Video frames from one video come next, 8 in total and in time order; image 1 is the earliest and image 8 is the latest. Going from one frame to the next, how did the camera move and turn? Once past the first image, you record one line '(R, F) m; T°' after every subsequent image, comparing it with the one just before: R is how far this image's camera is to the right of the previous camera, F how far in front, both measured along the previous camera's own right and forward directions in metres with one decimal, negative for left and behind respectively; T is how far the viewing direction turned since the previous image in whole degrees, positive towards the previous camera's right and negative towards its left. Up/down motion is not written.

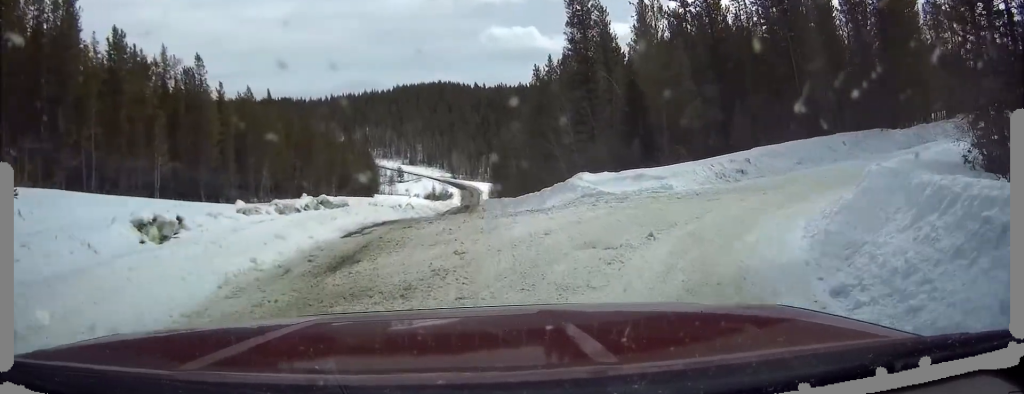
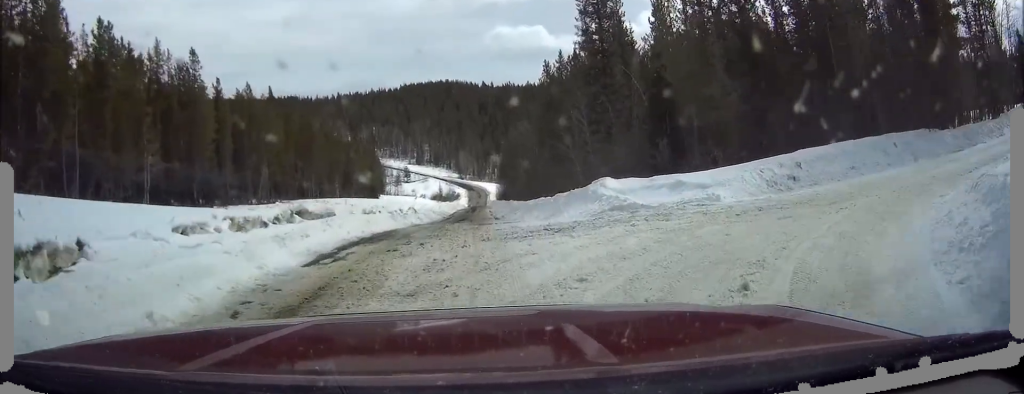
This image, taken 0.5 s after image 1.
(0.0, +3.3) m; -4°
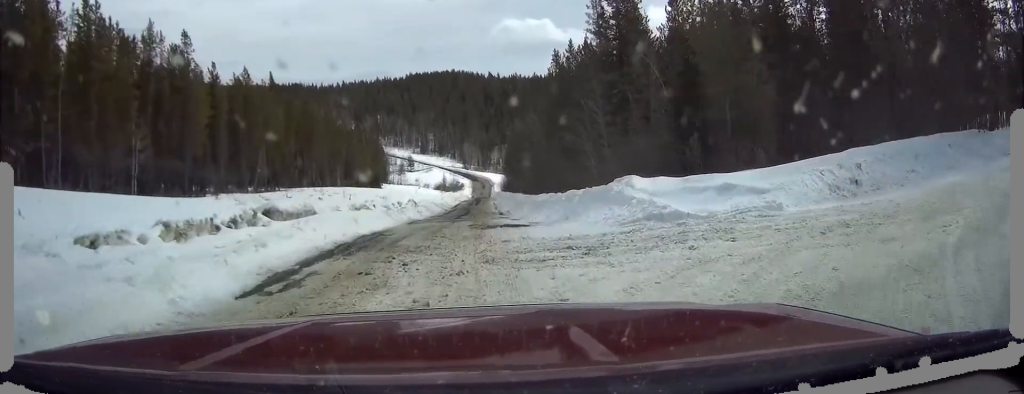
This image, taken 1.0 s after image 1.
(+0.1, +3.1) m; -4°
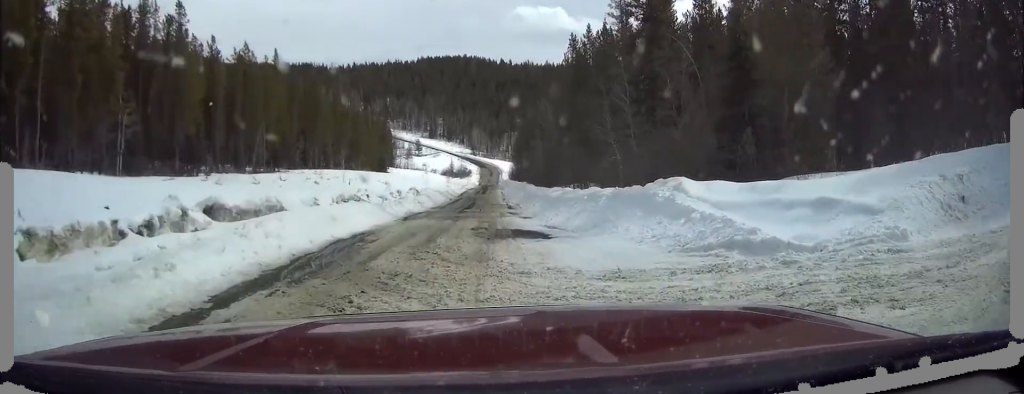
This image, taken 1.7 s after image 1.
(-0.4, +3.8) m; -2°
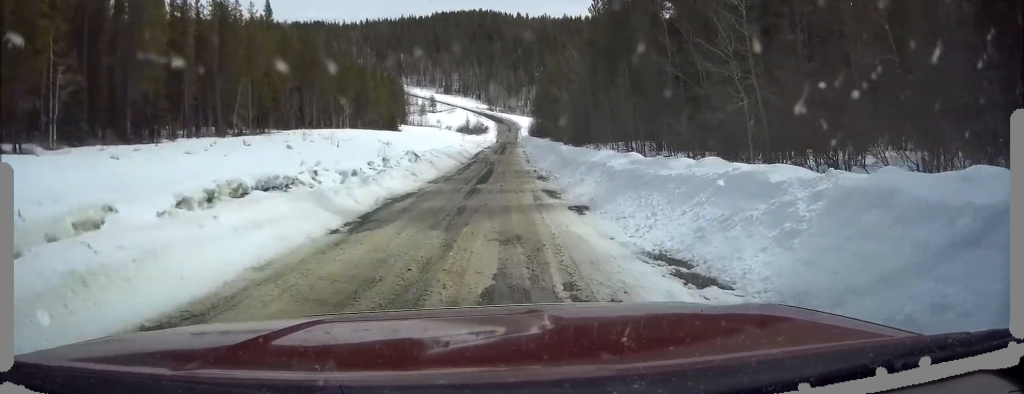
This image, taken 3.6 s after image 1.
(+0.2, +11.7) m; +3°
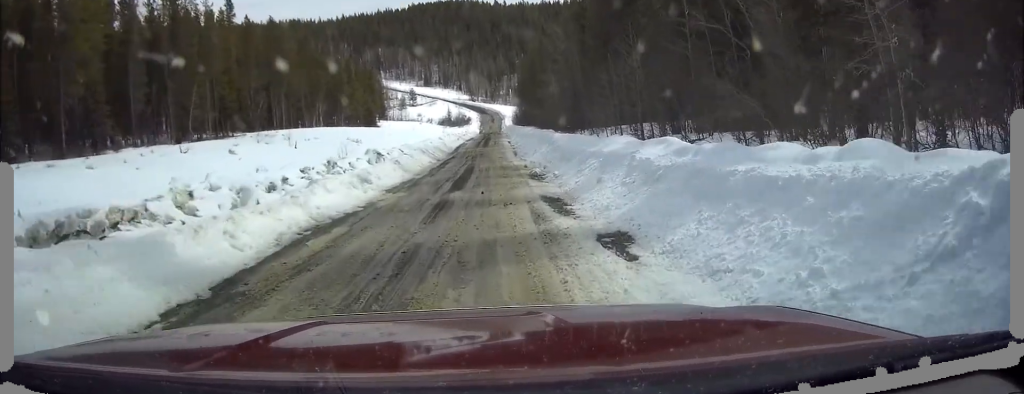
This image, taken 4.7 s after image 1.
(0.0, +6.6) m; 0°
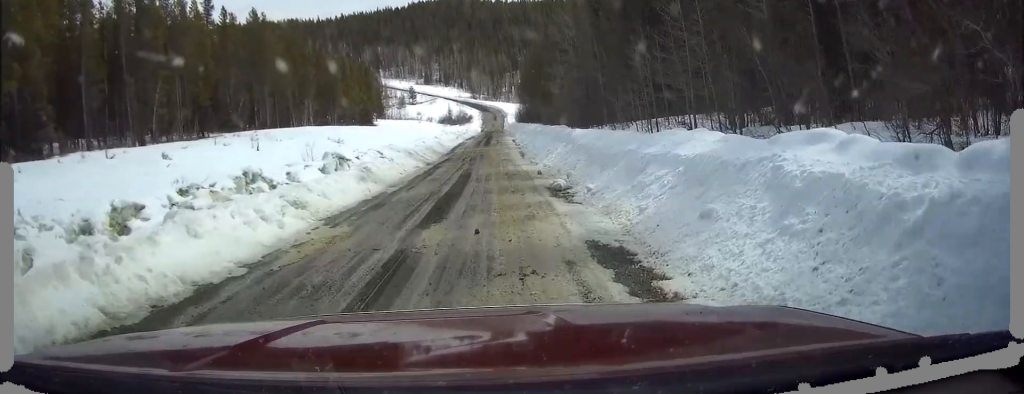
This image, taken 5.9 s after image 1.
(0.0, +7.2) m; 0°
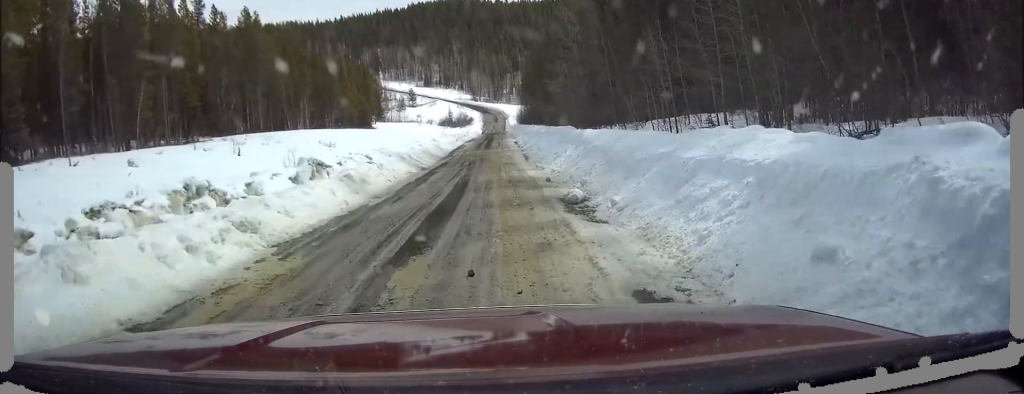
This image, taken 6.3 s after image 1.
(0.0, +2.8) m; 0°
